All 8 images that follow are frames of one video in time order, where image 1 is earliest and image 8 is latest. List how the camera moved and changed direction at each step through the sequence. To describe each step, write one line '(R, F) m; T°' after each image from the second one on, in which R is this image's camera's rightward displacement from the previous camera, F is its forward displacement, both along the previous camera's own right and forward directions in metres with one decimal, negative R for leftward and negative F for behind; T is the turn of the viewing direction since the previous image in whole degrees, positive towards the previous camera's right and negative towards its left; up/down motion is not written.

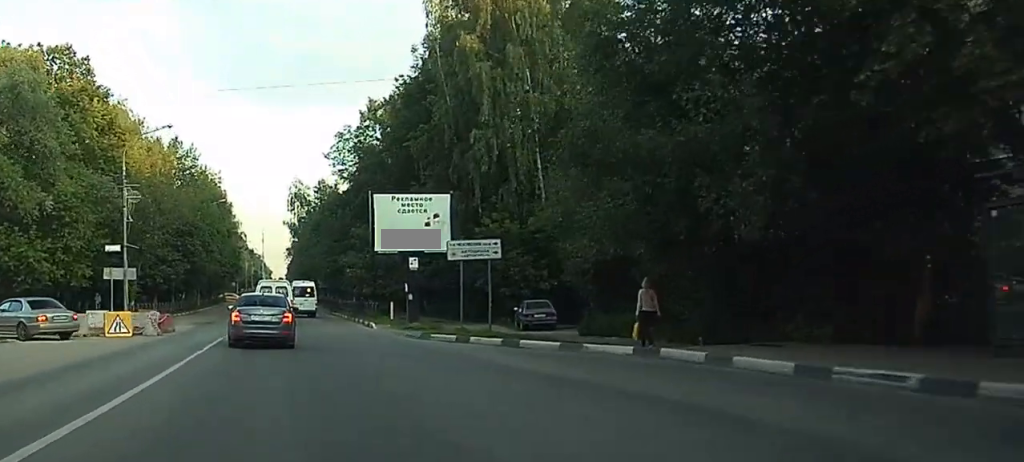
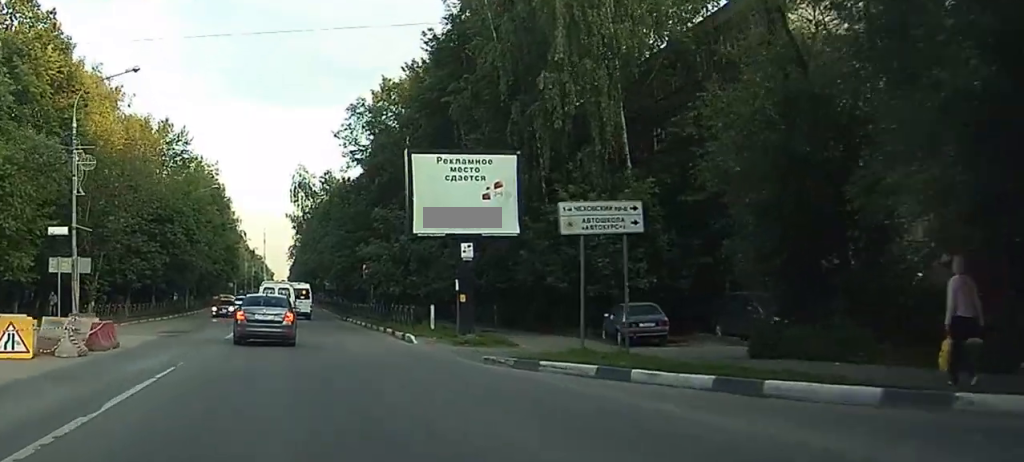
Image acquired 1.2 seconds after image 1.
(+0.1, +13.0) m; 0°
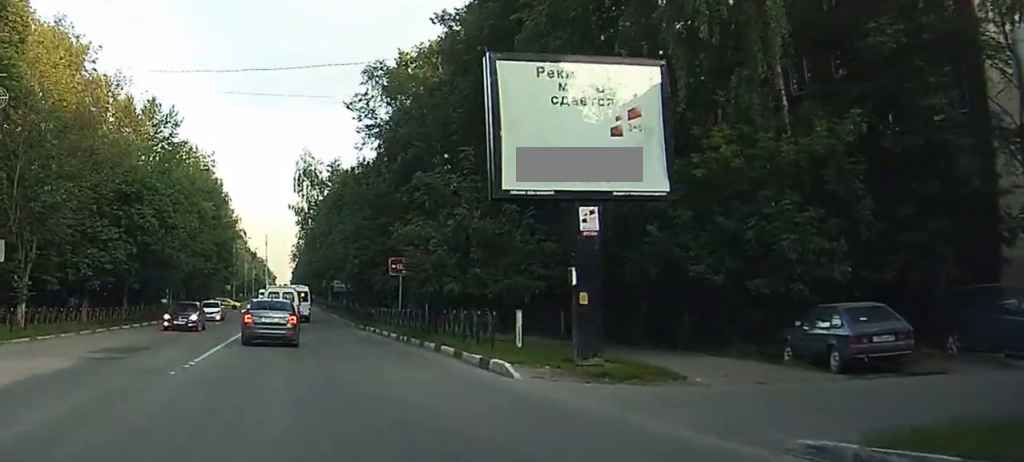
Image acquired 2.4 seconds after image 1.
(0.0, +13.2) m; 0°
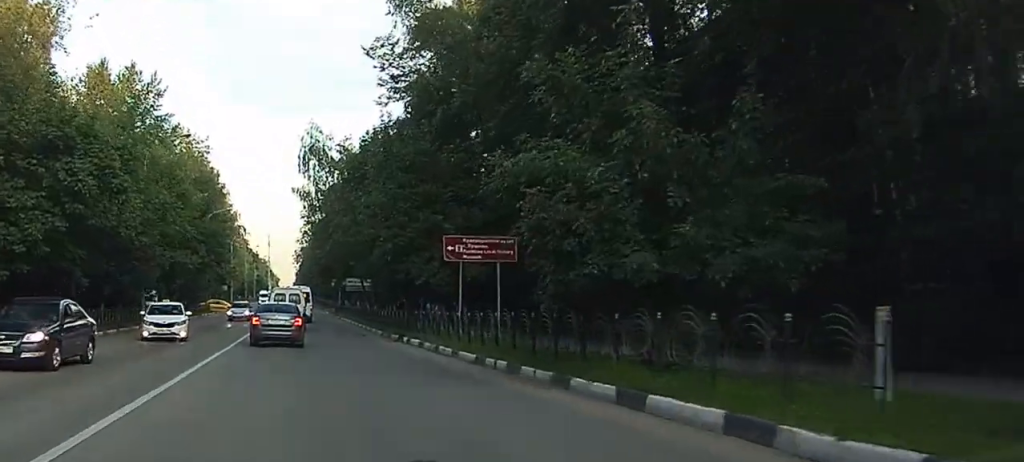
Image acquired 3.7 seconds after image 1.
(-0.1, +14.9) m; -1°
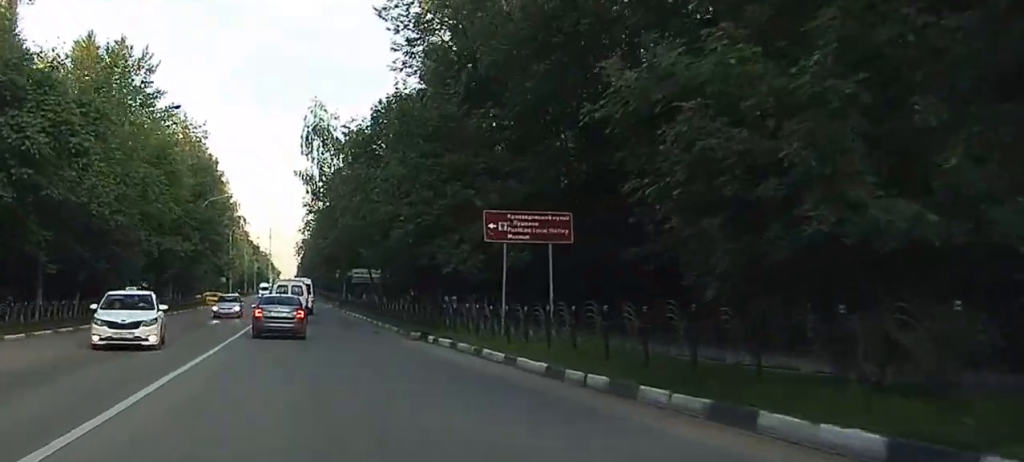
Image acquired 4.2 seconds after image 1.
(0.0, +6.0) m; 0°
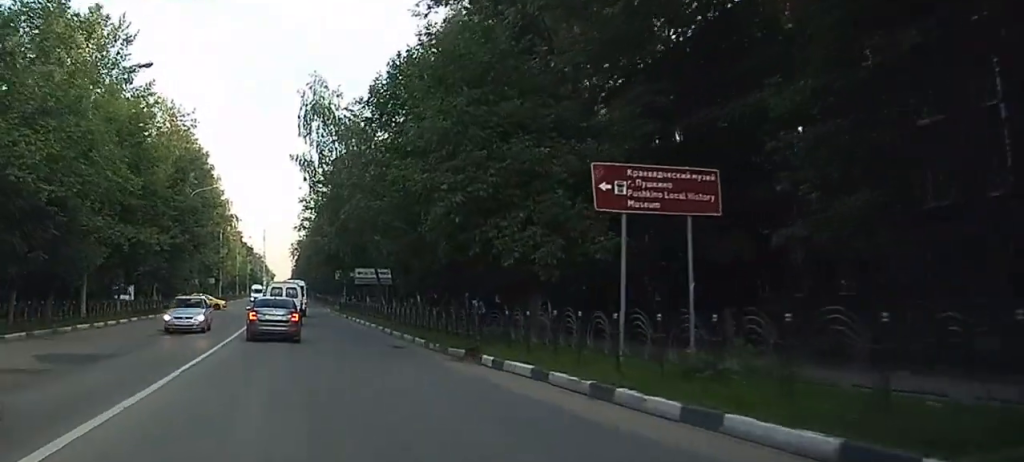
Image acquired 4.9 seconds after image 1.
(0.0, +8.9) m; +1°
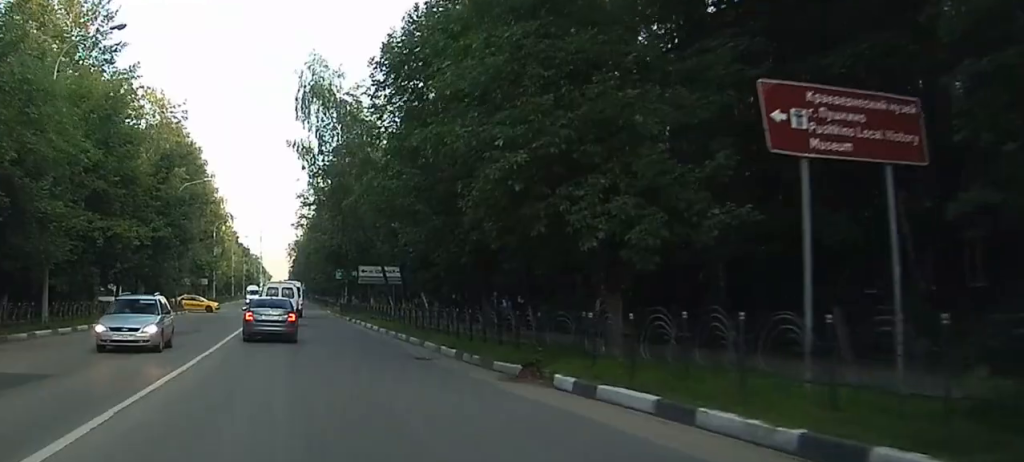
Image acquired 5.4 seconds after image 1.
(+0.1, +5.7) m; +1°
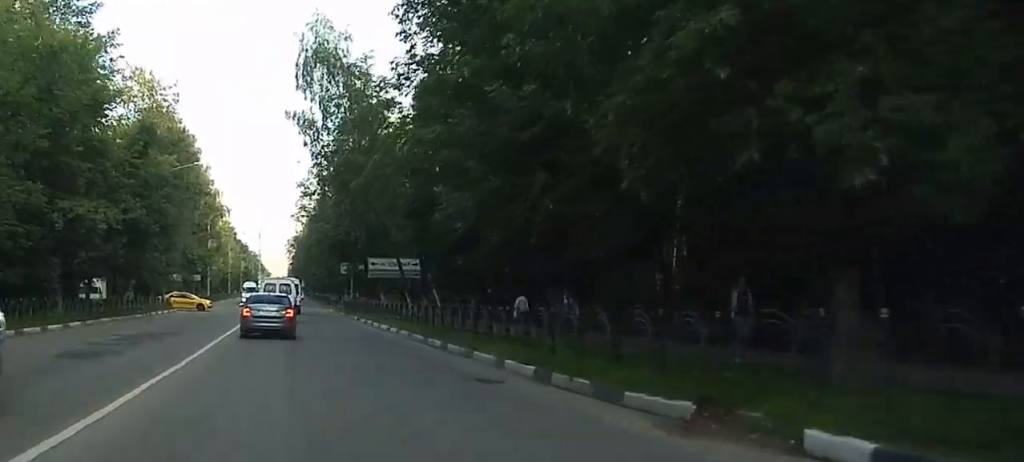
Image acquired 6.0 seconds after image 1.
(+0.1, +7.4) m; +1°
